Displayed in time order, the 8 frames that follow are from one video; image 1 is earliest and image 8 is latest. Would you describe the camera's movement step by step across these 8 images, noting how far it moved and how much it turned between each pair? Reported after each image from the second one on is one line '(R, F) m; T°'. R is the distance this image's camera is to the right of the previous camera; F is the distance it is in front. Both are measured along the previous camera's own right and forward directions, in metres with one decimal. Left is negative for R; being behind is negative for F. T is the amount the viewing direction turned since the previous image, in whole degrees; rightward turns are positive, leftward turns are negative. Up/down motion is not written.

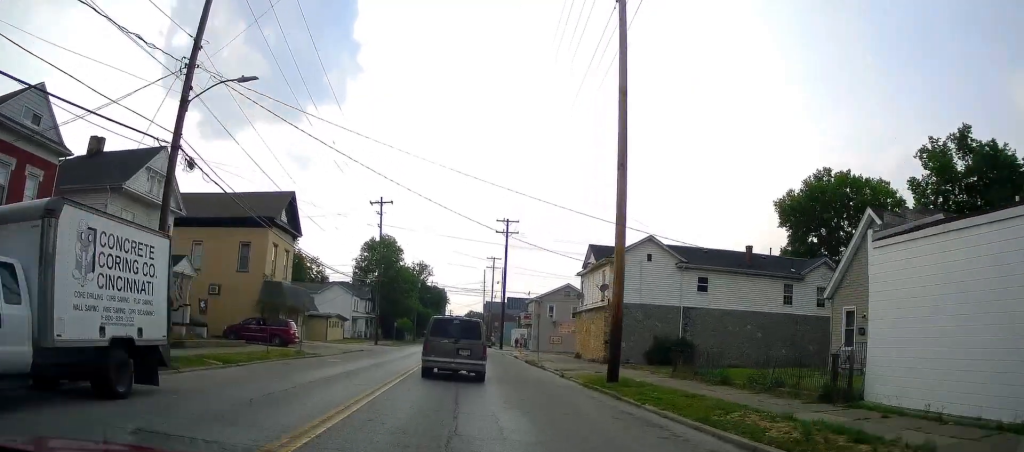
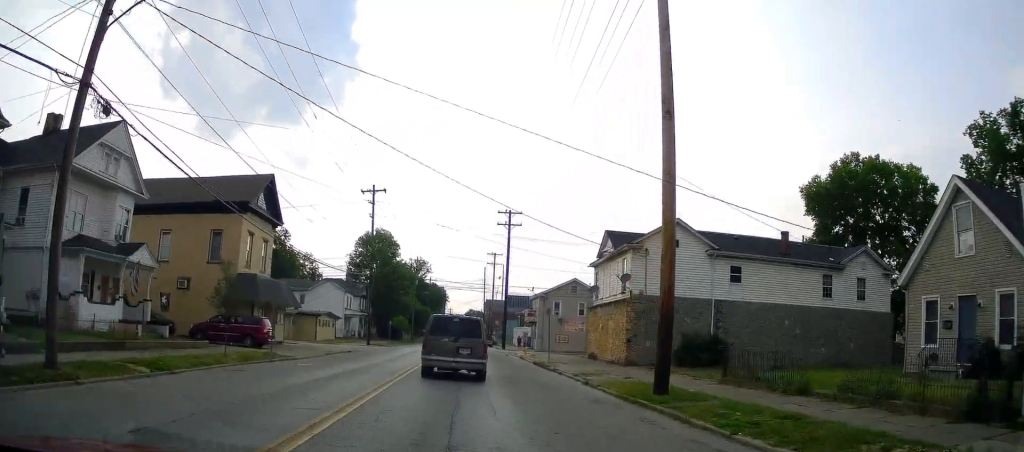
(-0.2, +4.9) m; +1°
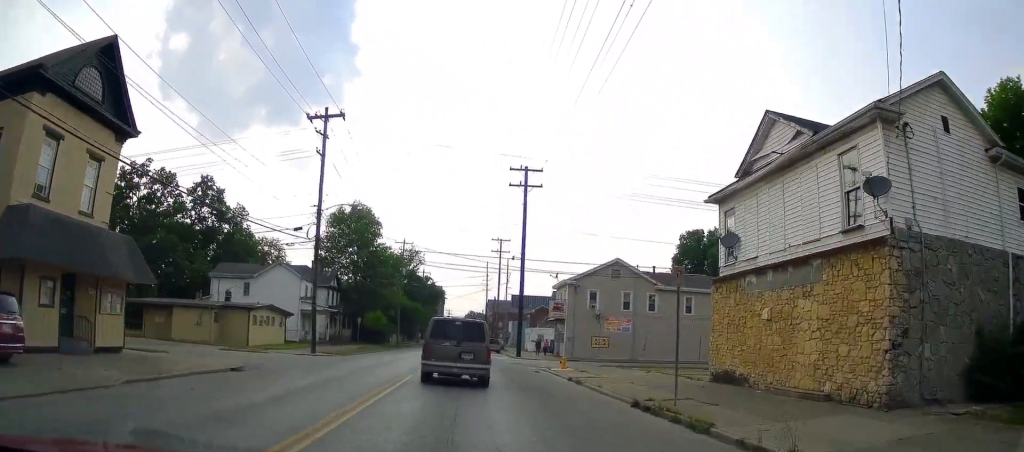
(+0.6, +20.5) m; +1°
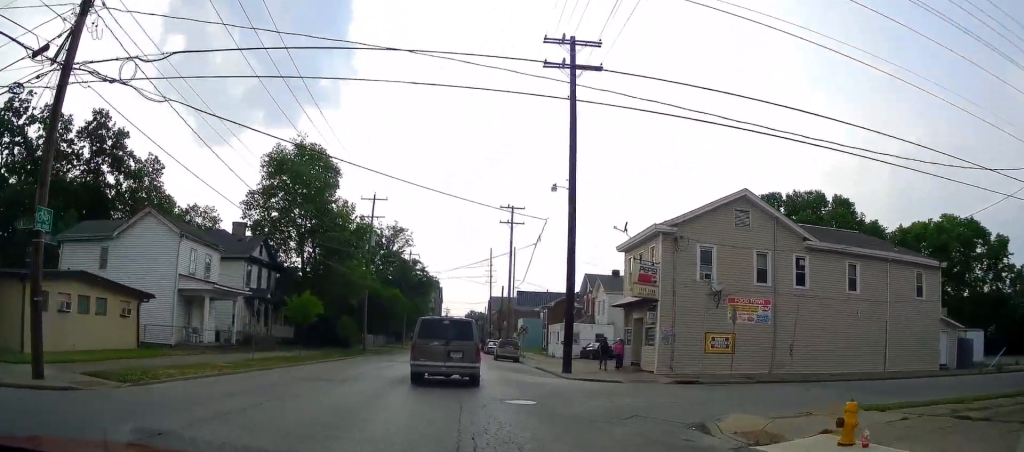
(+0.3, +25.1) m; 0°
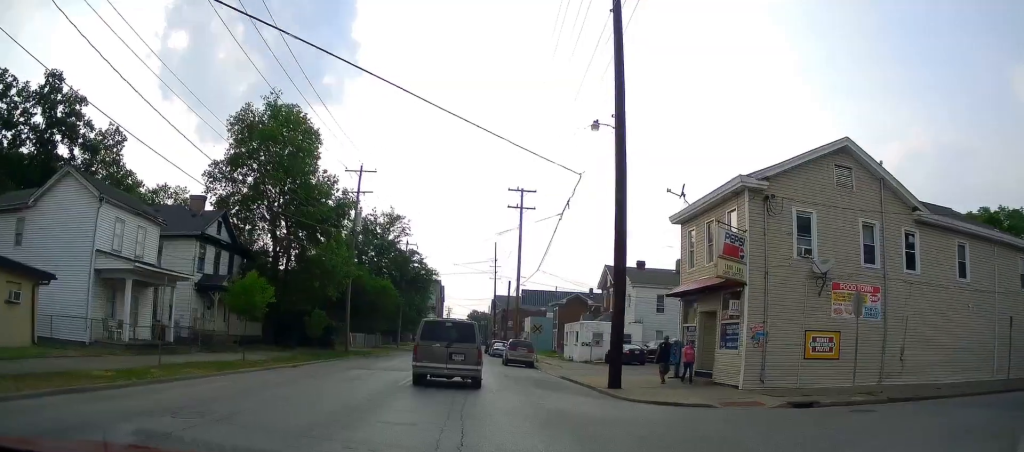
(-0.2, +8.7) m; -1°
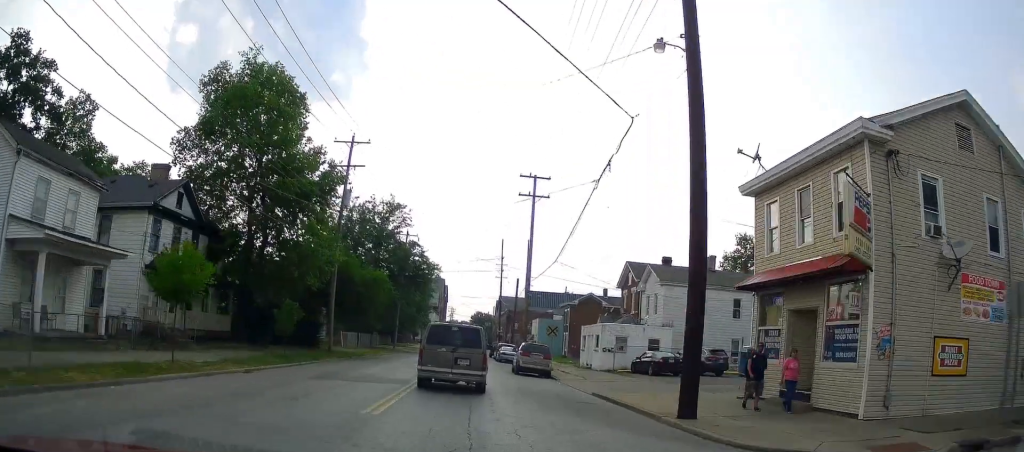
(-0.2, +6.4) m; 0°
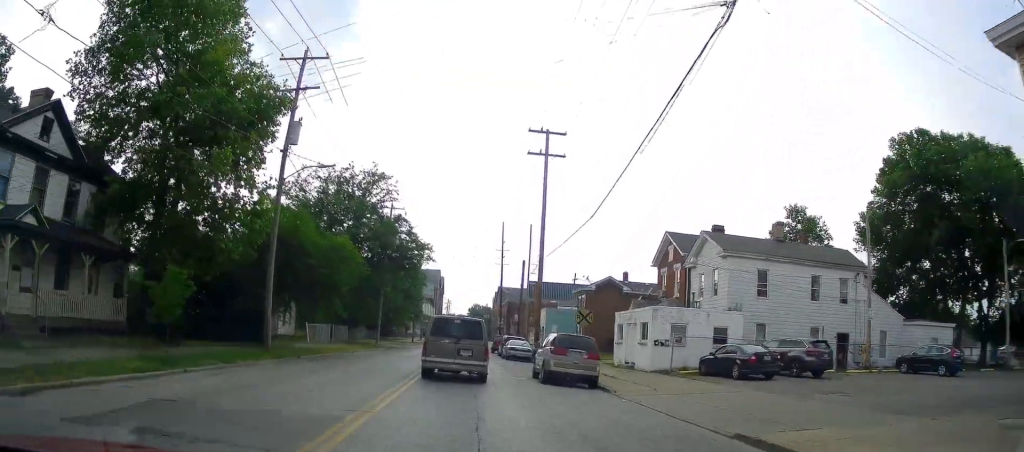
(+0.4, +11.8) m; +2°
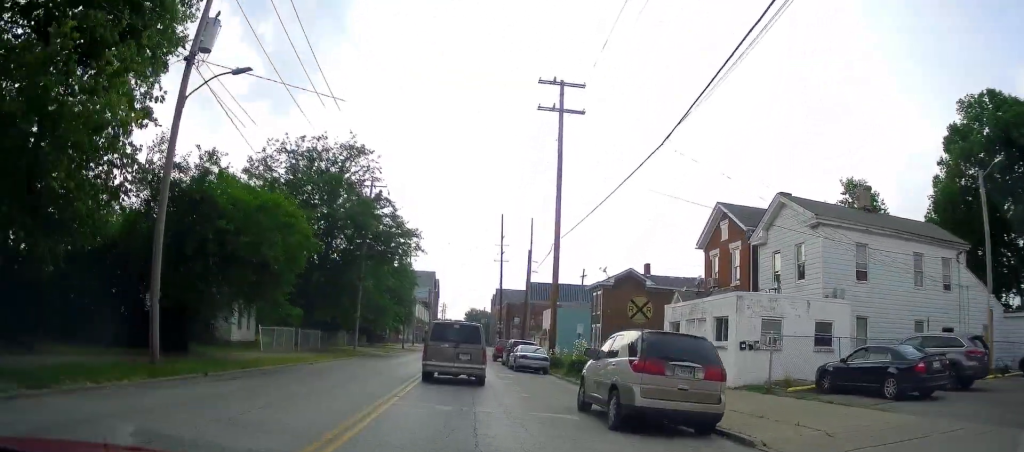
(0.0, +9.9) m; -1°
